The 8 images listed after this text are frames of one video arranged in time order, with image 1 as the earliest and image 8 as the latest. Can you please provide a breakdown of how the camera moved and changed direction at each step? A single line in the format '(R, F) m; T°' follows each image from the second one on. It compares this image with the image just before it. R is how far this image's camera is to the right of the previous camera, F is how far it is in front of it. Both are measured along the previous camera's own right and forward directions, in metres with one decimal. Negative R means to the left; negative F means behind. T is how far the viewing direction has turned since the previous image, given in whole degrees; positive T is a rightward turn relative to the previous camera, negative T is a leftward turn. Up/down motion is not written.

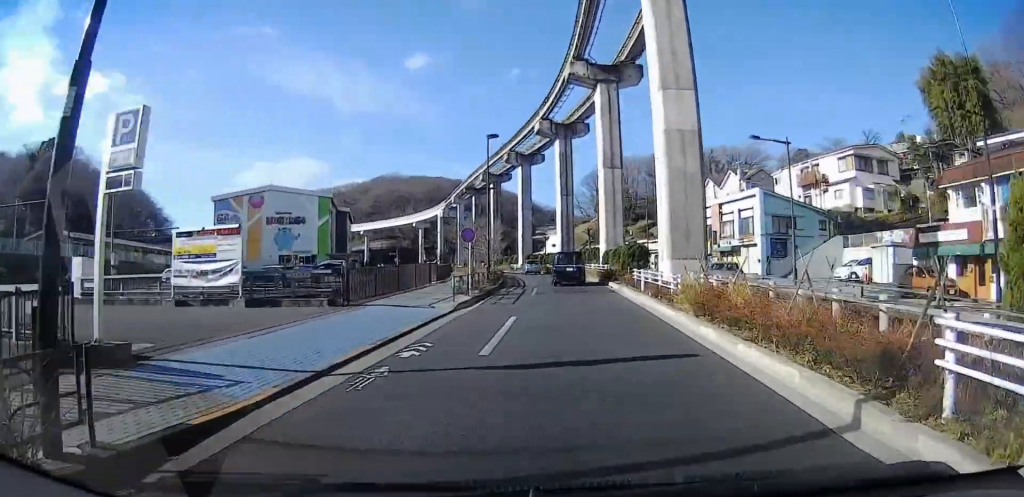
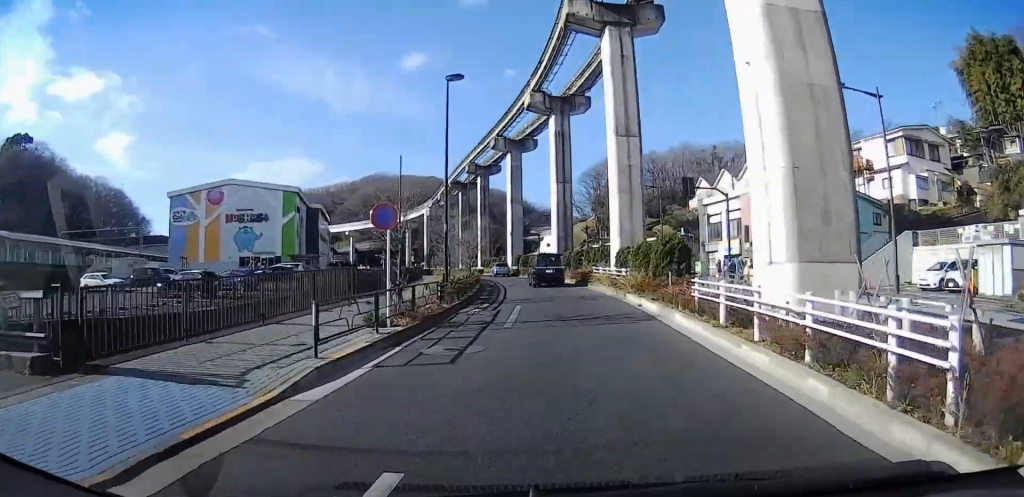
(0.0, +10.1) m; 0°
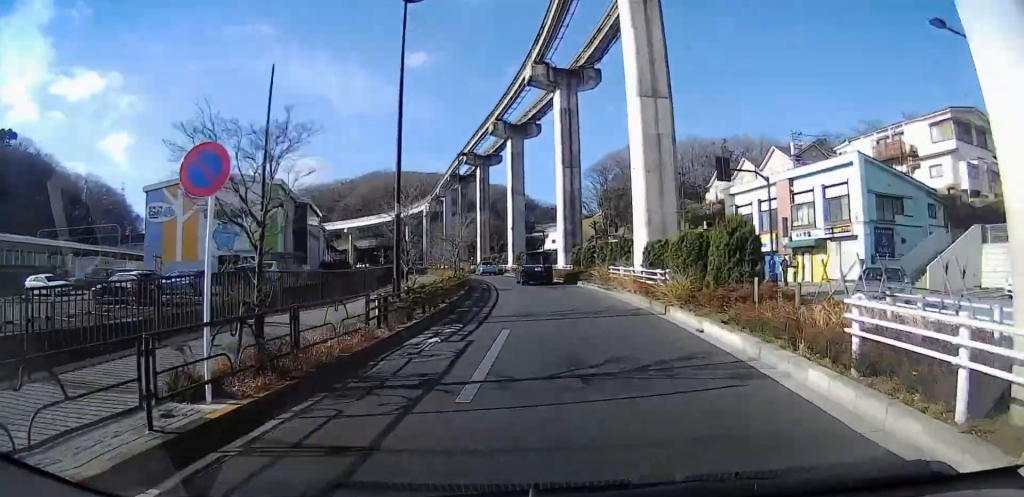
(0.0, +6.1) m; 0°
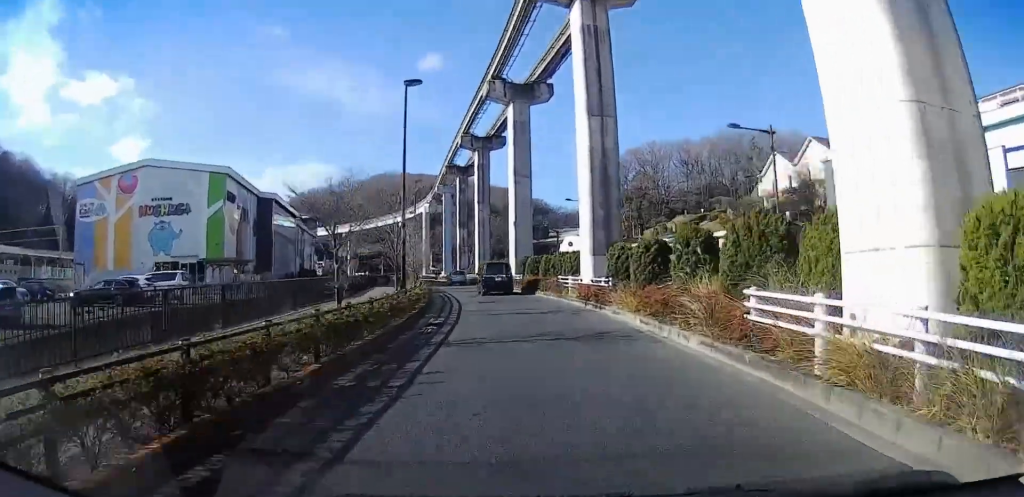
(0.0, +14.8) m; 0°
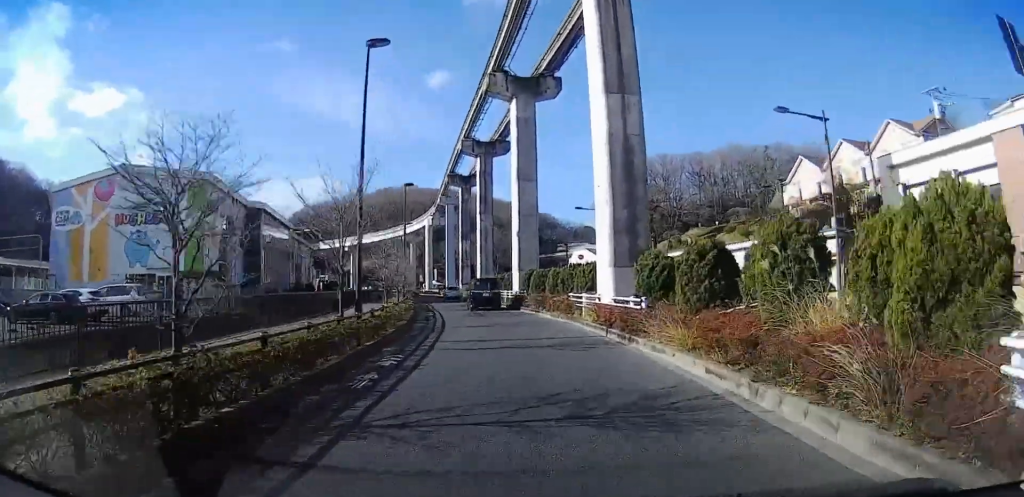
(0.0, +5.3) m; 0°
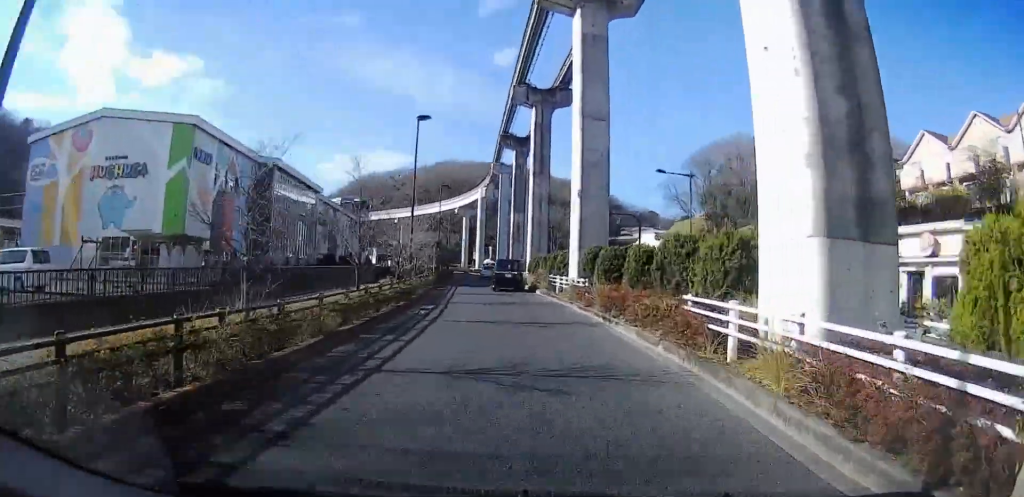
(0.0, +11.4) m; 0°
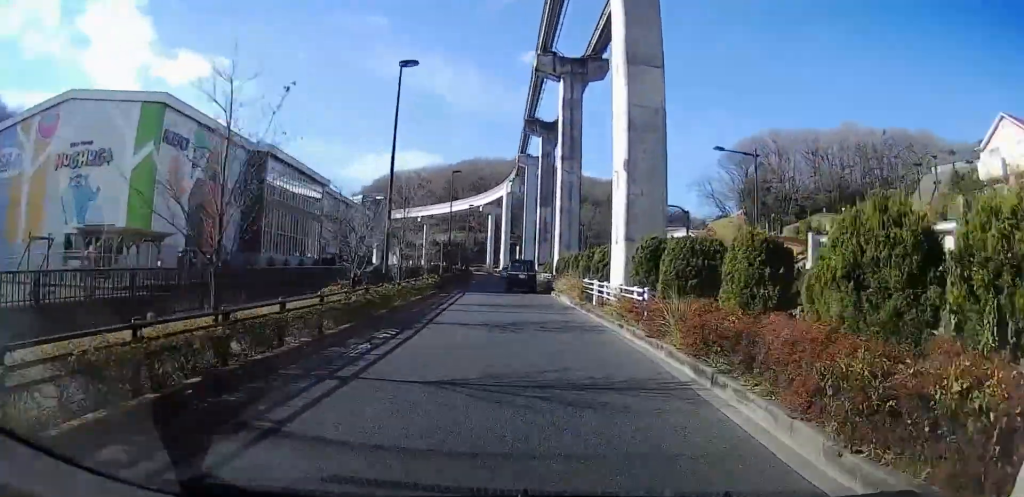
(0.0, +7.7) m; 0°
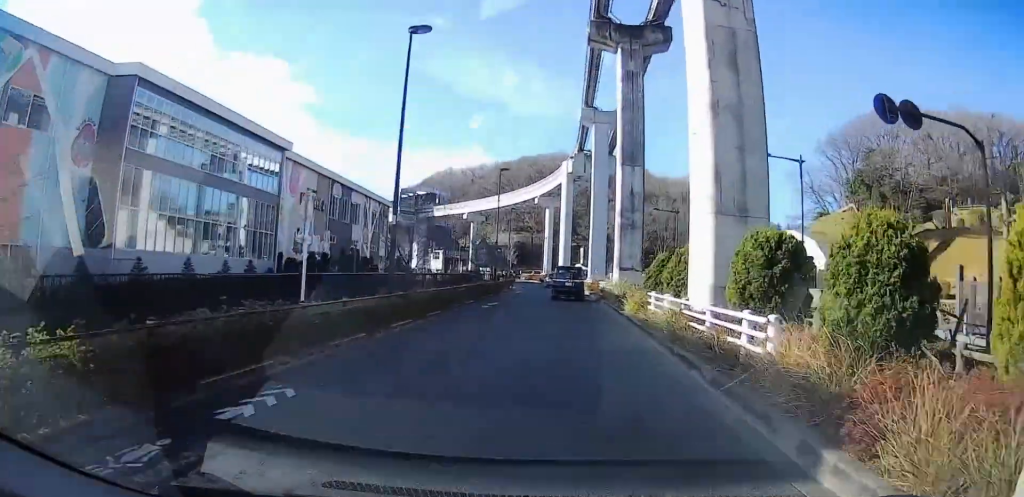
(0.0, +25.8) m; 0°
